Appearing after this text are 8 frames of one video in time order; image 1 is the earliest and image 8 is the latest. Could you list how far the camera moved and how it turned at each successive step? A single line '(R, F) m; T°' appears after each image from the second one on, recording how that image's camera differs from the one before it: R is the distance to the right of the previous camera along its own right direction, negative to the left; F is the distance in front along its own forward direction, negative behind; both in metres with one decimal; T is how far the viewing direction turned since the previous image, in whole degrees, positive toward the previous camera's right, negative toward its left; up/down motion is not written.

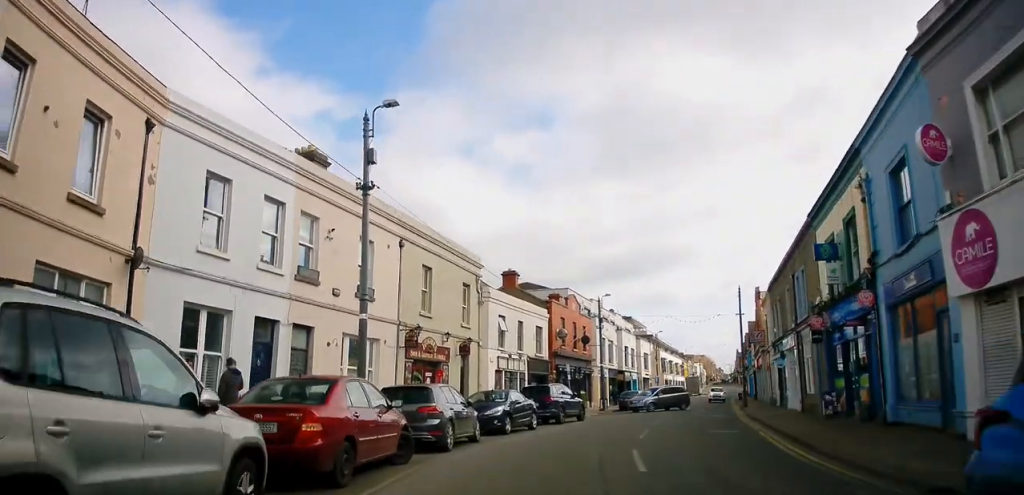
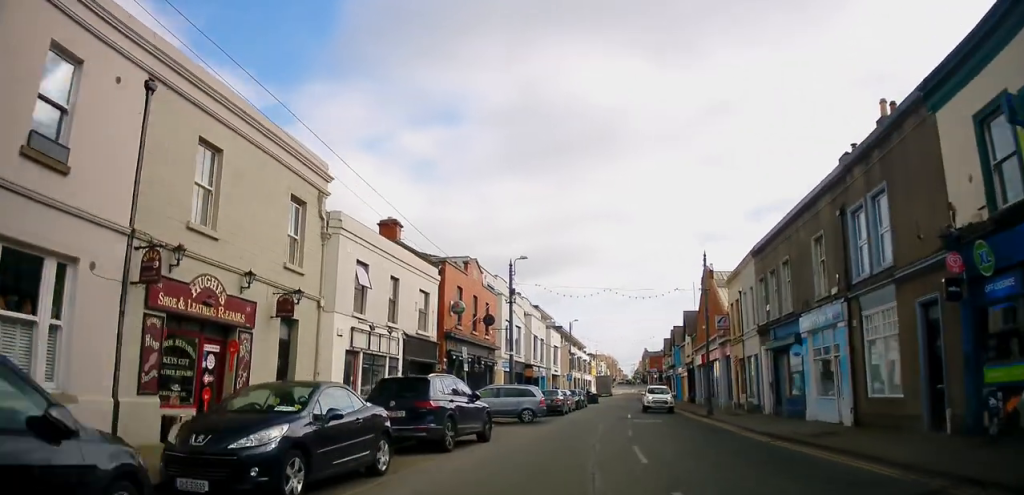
(+0.2, +10.6) m; +8°
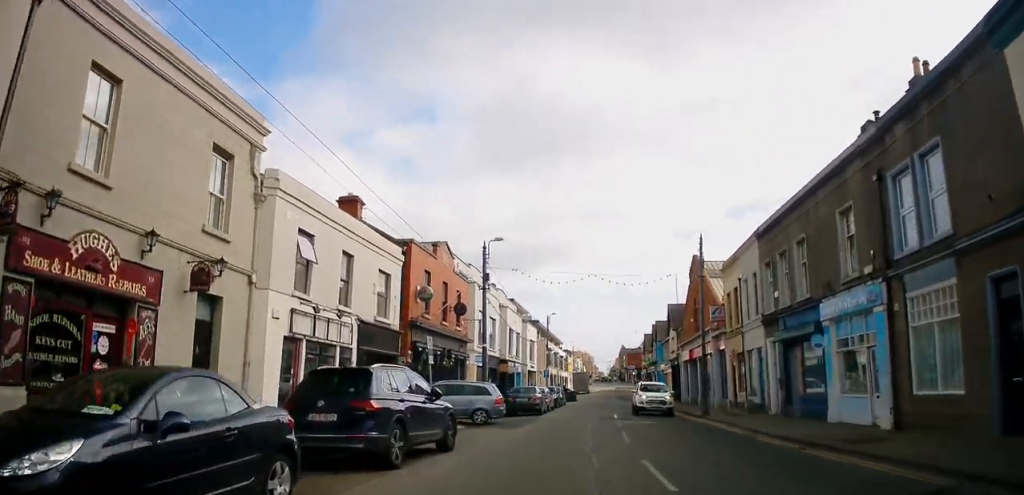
(0.0, +3.0) m; +5°
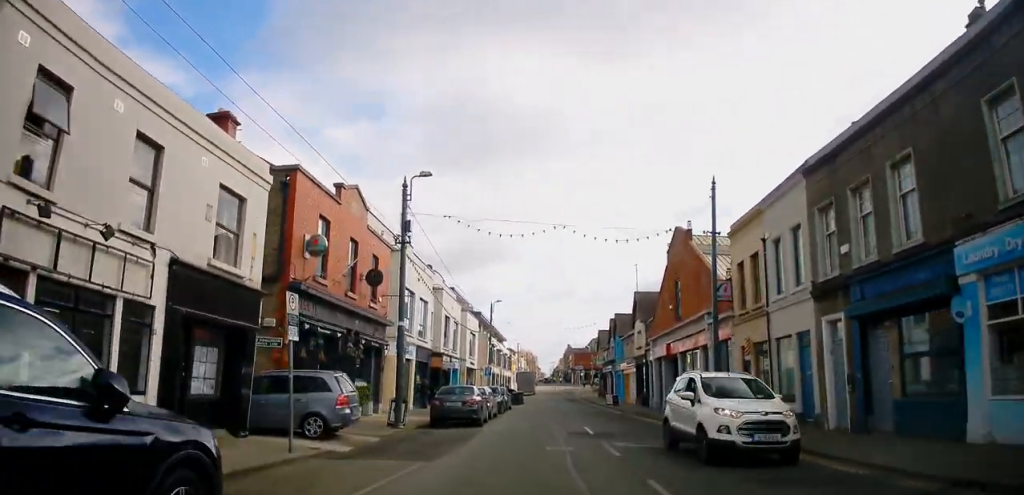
(+0.5, +8.0) m; +3°
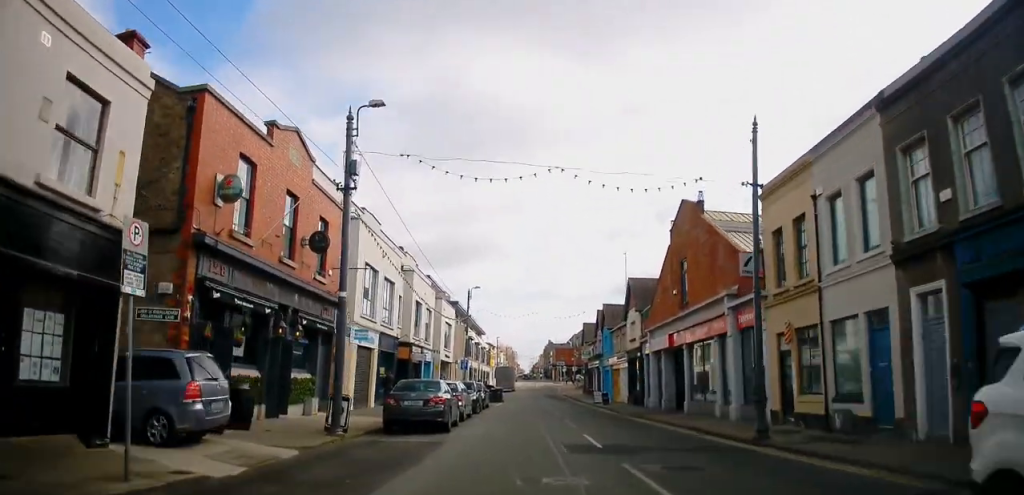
(-0.1, +4.4) m; -1°
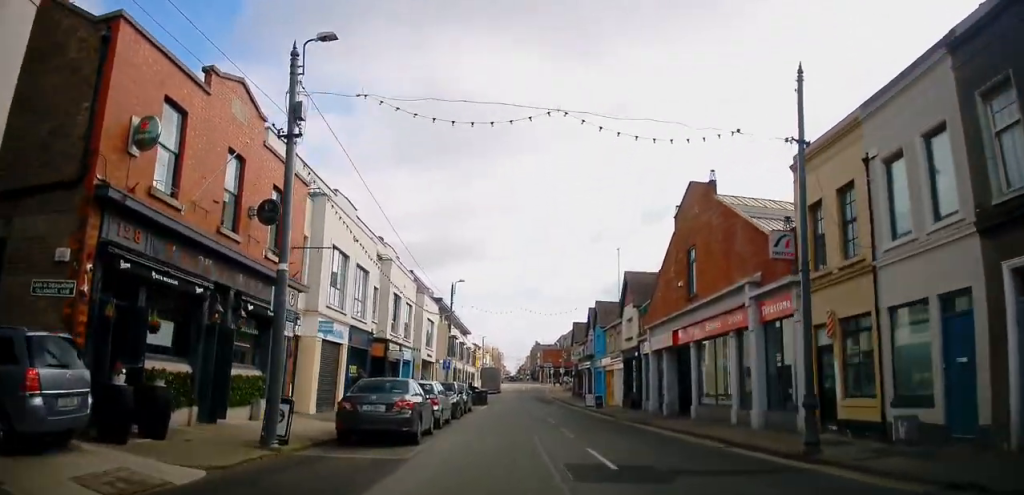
(0.0, +3.1) m; +1°
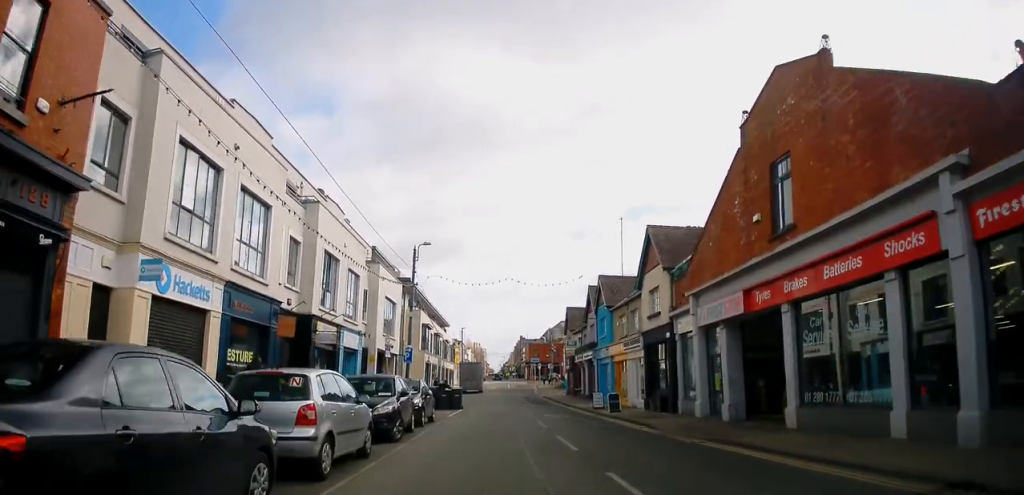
(+0.5, +9.8) m; +7°
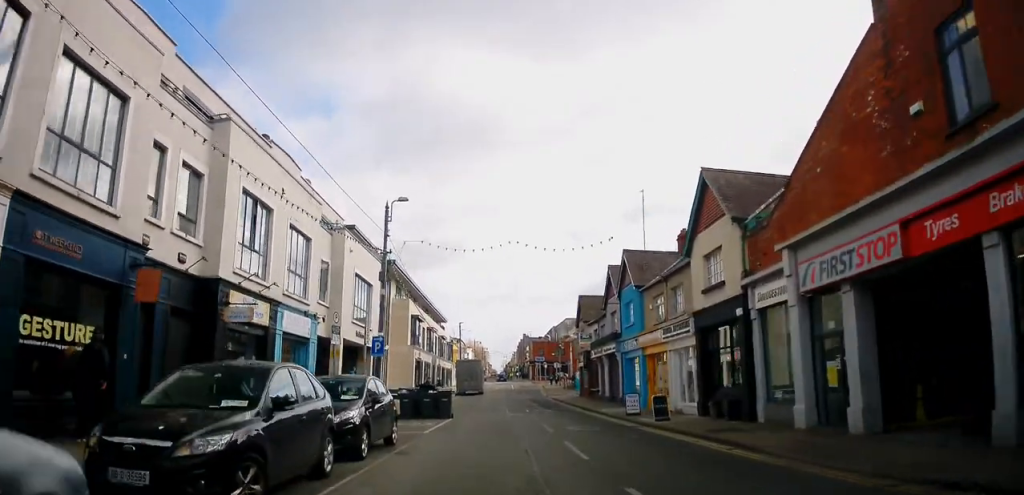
(+0.4, +7.7) m; +1°
